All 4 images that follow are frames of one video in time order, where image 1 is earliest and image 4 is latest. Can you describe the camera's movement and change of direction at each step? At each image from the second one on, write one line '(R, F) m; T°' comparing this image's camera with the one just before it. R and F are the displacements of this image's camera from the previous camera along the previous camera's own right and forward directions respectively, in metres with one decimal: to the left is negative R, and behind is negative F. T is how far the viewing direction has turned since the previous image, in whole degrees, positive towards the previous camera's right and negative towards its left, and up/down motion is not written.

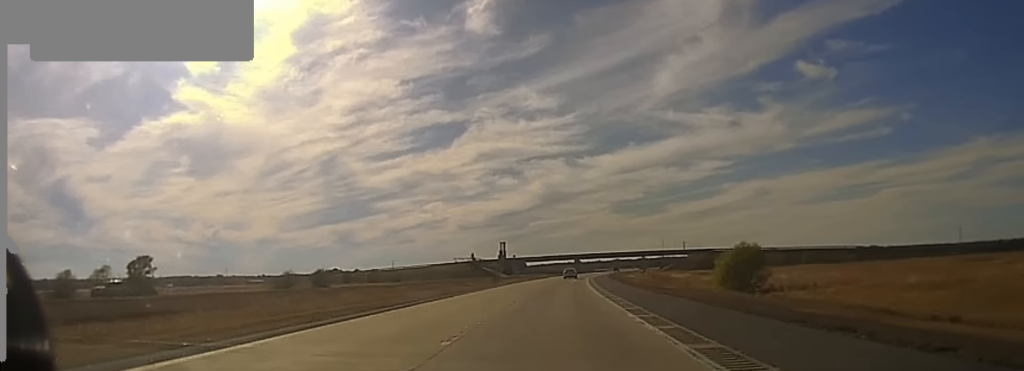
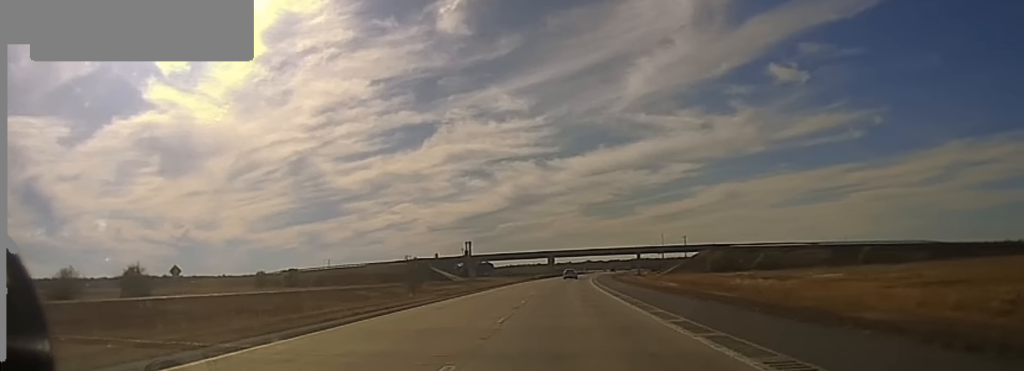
(+1.1, +74.2) m; +2°
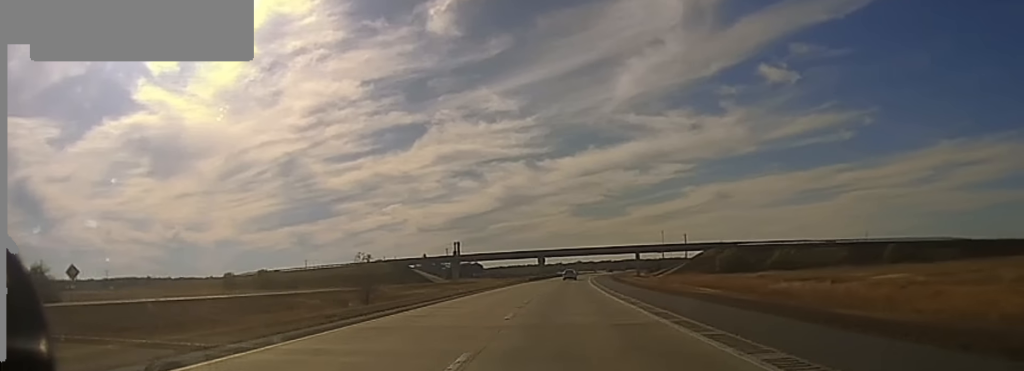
(0.0, +25.1) m; +1°
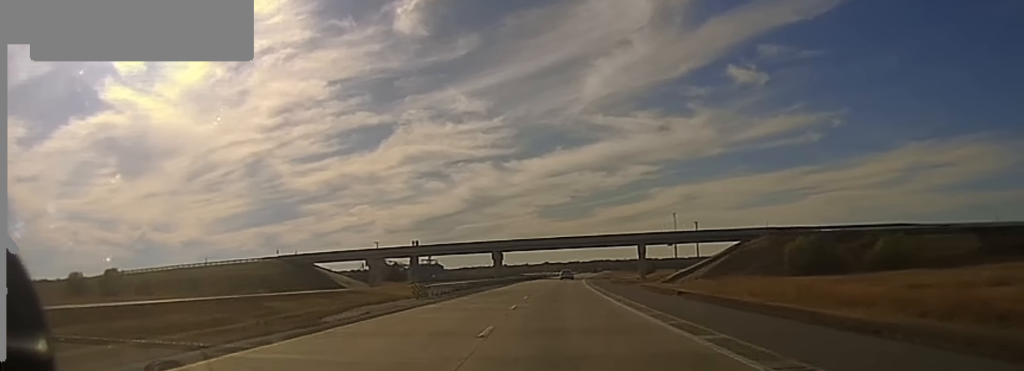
(+1.8, +85.3) m; +2°
